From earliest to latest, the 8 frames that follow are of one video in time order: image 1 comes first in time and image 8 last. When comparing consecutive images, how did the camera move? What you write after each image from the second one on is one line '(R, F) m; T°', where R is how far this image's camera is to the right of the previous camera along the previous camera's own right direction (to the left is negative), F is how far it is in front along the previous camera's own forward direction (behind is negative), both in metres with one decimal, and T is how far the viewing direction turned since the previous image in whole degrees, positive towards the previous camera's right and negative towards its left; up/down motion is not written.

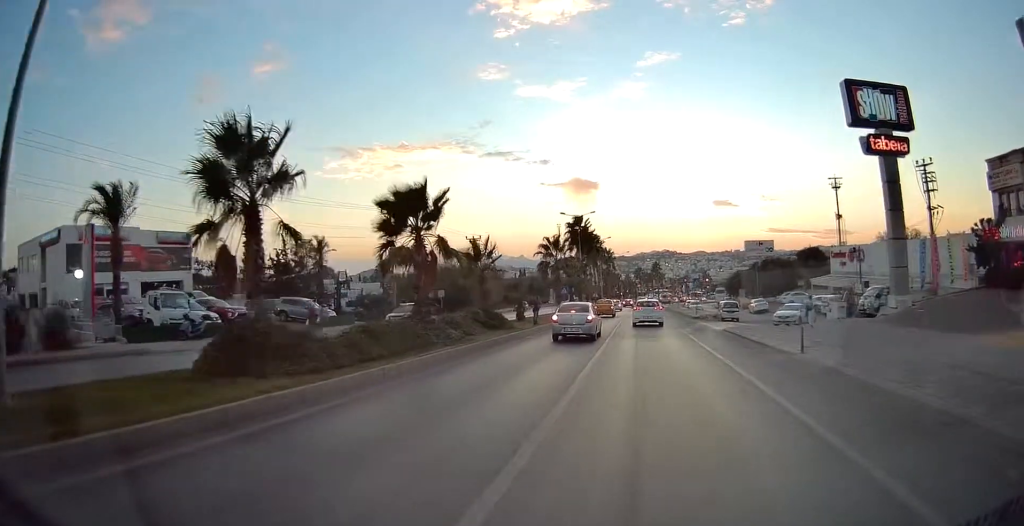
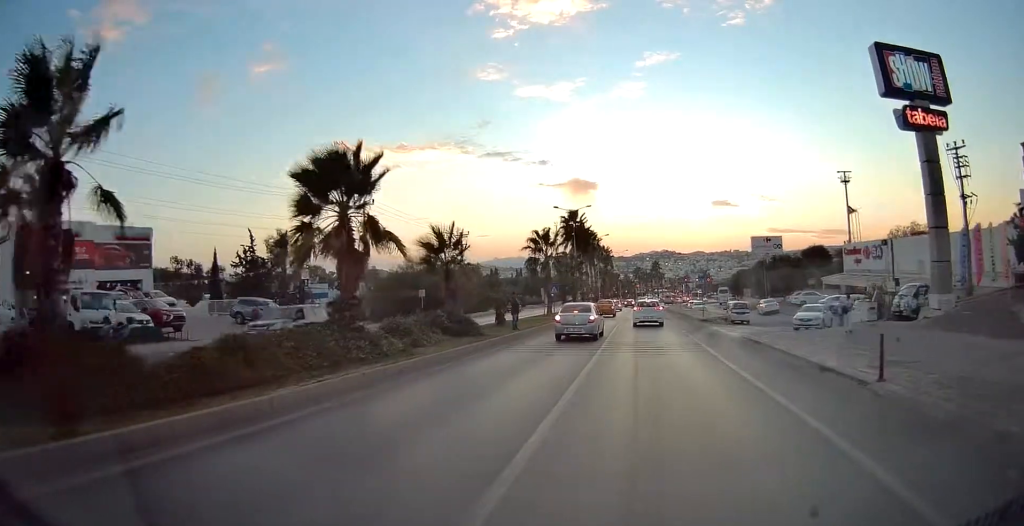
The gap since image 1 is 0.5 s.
(0.0, +5.0) m; 0°
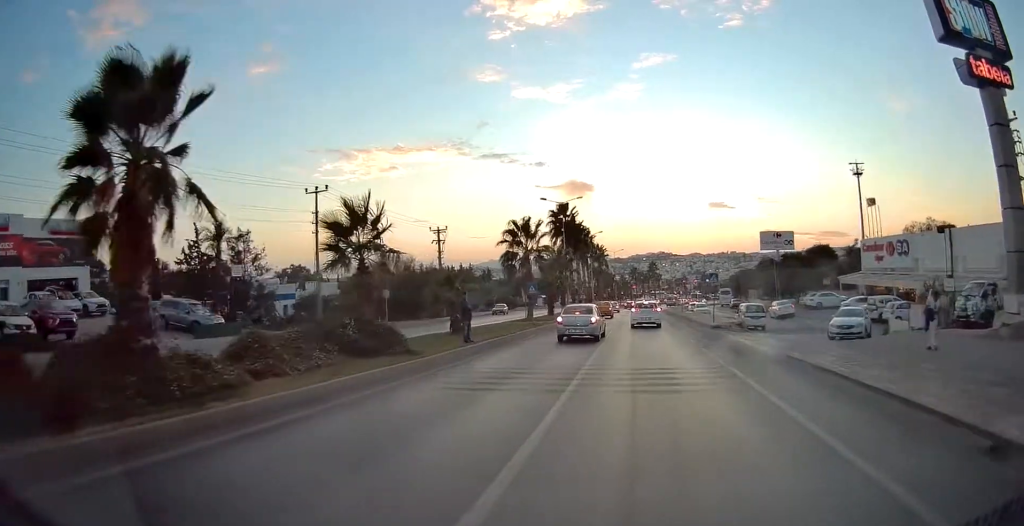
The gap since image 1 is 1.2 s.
(0.0, +6.8) m; 0°
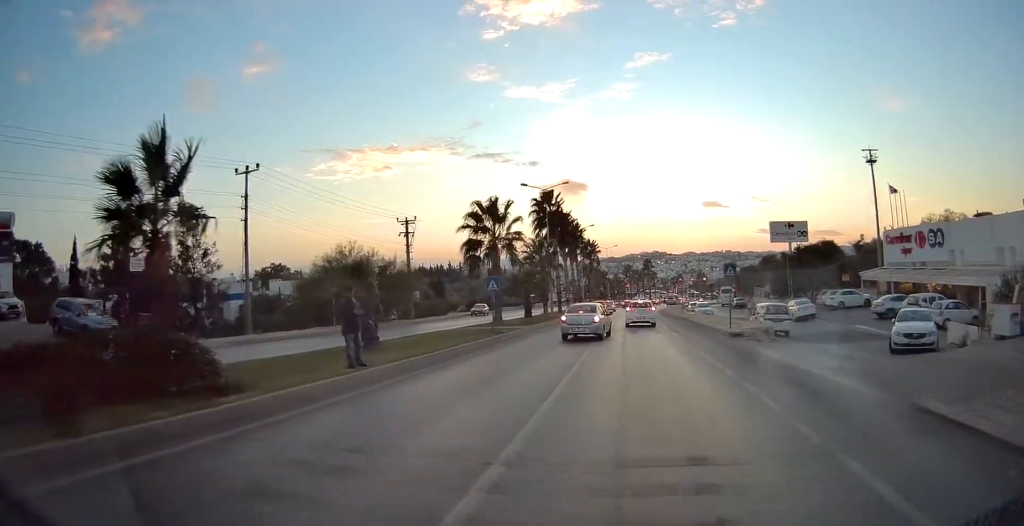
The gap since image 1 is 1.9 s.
(-0.1, +7.4) m; +1°
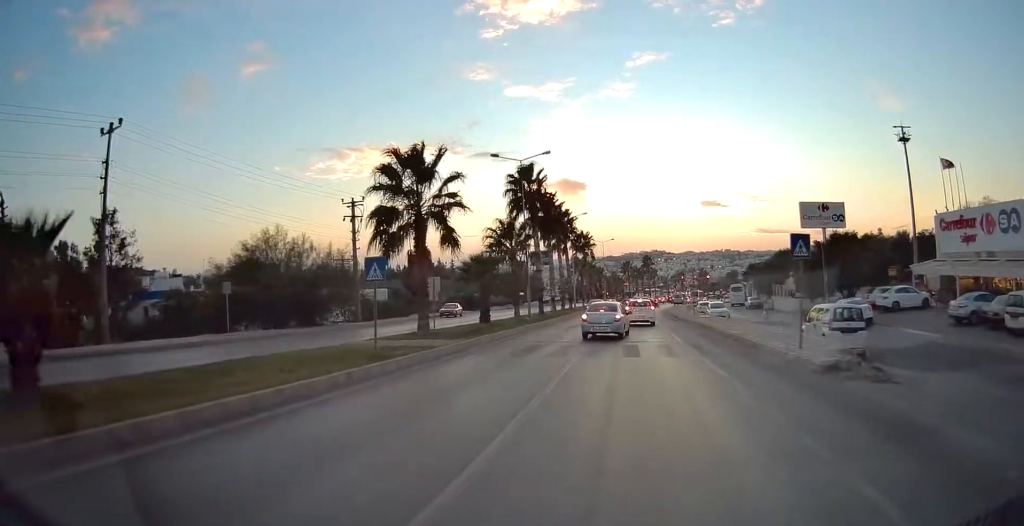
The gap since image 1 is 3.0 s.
(+0.3, +10.9) m; +1°
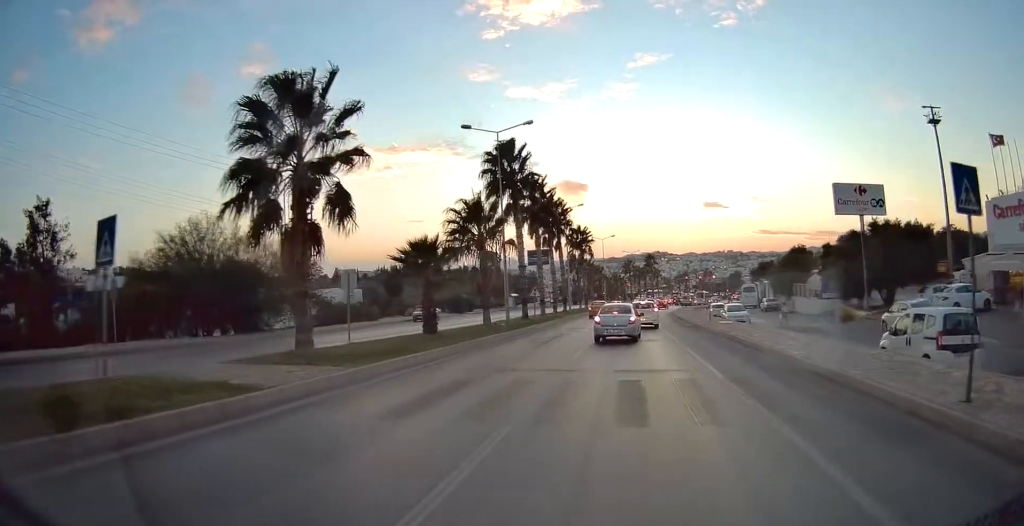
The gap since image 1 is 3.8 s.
(0.0, +7.9) m; 0°
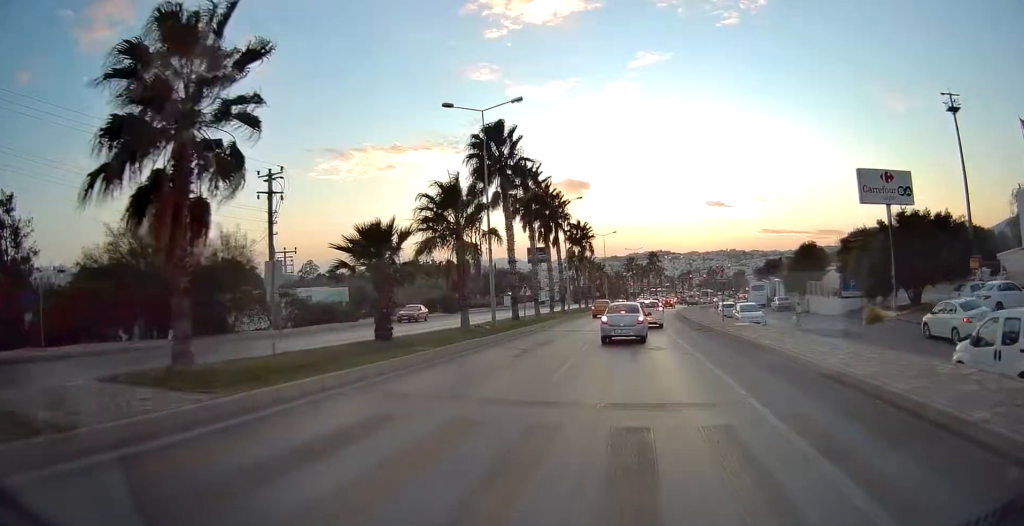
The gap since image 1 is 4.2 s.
(0.0, +4.1) m; -1°
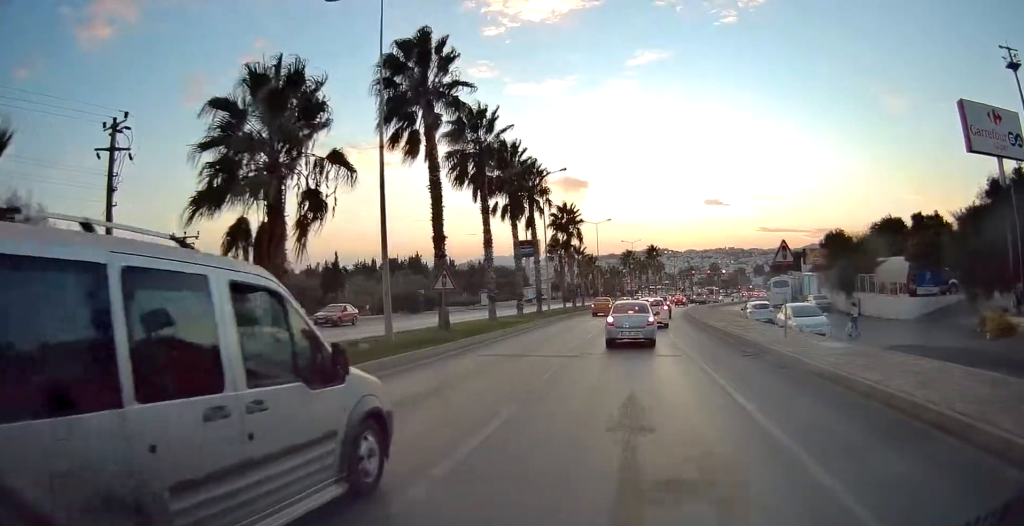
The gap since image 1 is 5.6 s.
(-0.3, +13.3) m; -2°
